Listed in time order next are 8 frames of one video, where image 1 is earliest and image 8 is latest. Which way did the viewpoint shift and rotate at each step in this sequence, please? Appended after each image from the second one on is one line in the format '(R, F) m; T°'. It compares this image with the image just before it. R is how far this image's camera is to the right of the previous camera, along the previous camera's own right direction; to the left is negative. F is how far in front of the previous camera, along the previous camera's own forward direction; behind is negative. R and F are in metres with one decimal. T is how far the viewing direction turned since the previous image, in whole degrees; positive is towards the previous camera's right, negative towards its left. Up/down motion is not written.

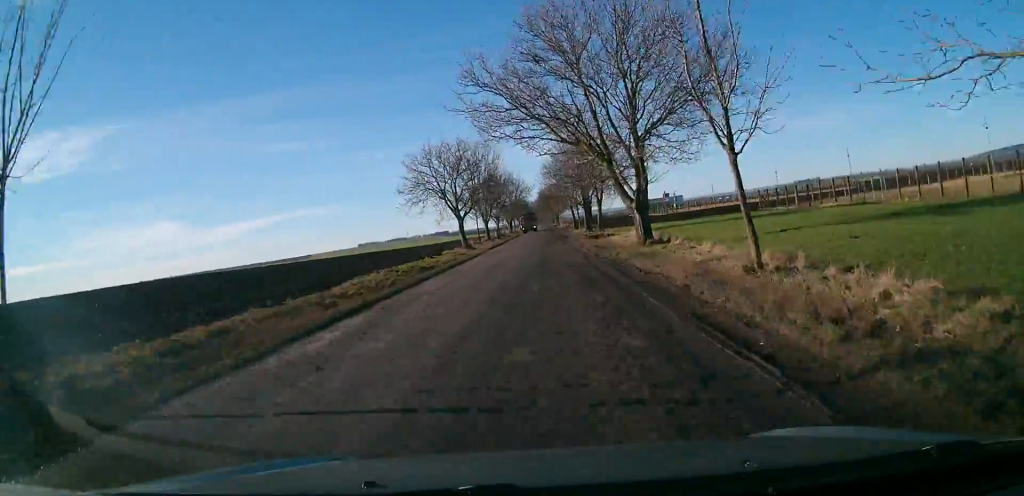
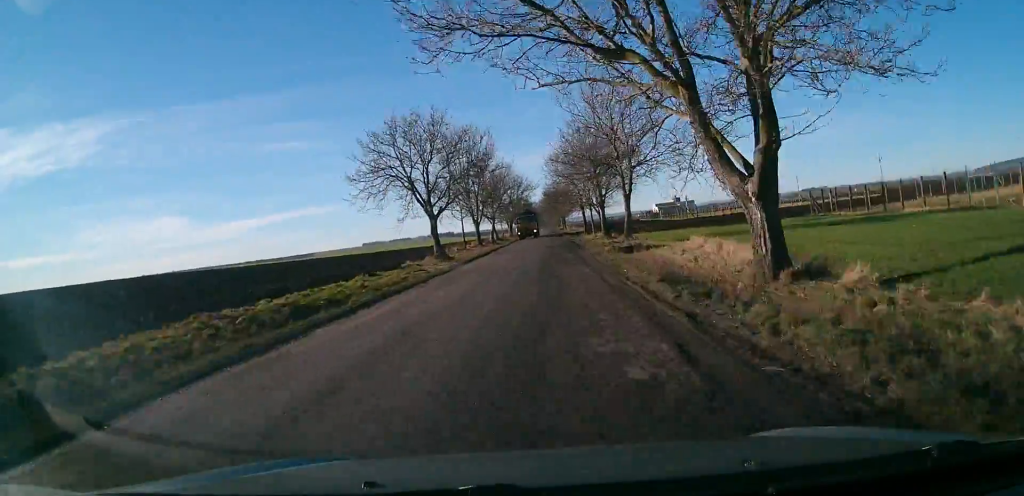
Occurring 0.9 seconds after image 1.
(-0.2, +14.8) m; -1°
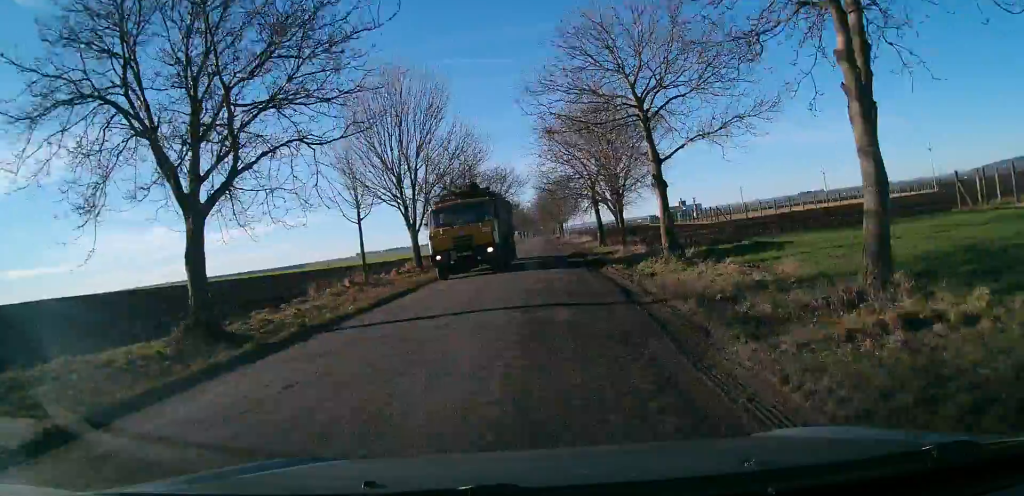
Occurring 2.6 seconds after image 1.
(-0.2, +27.8) m; 0°
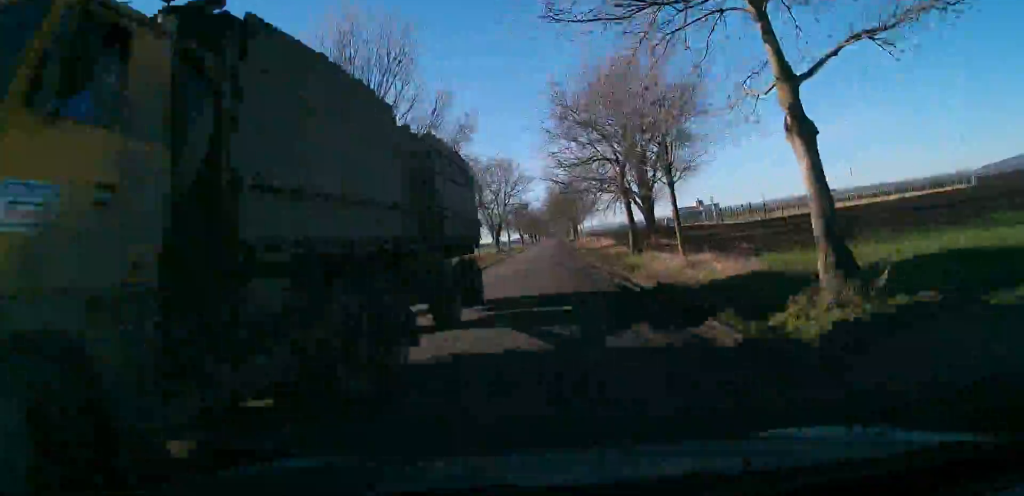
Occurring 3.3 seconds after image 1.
(0.0, +11.5) m; 0°
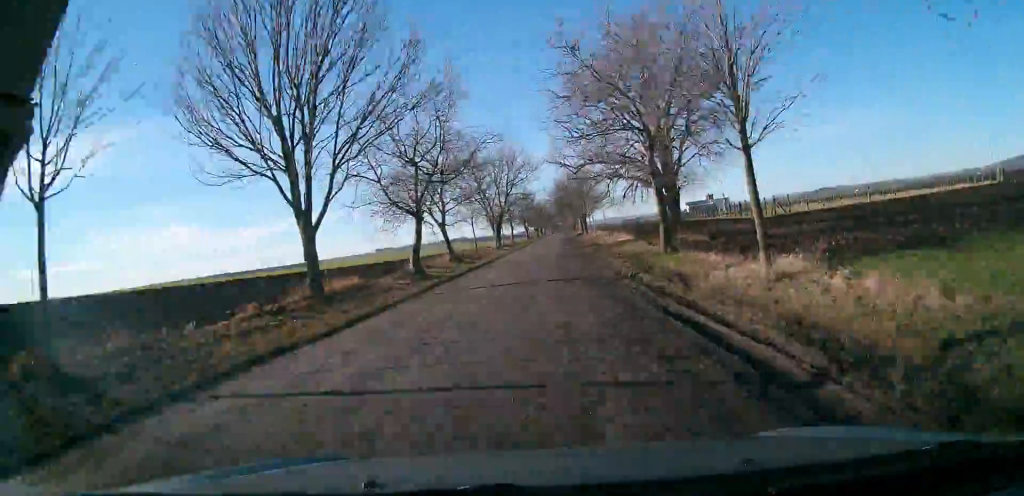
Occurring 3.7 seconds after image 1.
(0.0, +7.1) m; 0°
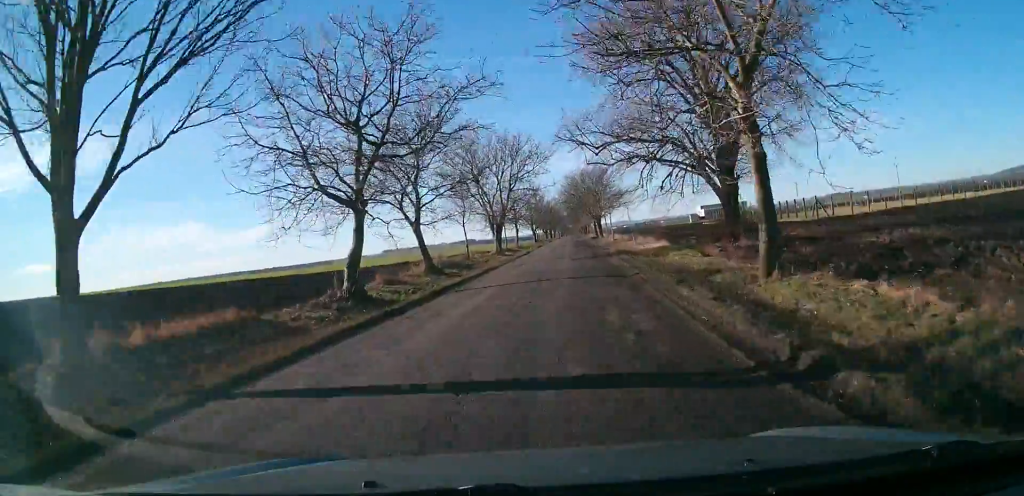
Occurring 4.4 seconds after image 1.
(0.0, +10.5) m; 0°
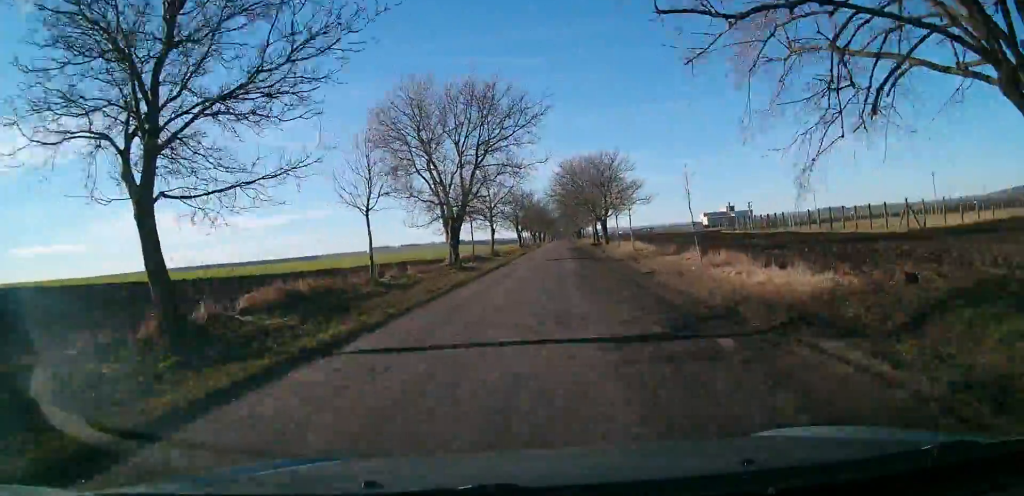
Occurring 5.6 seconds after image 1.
(0.0, +21.0) m; 0°
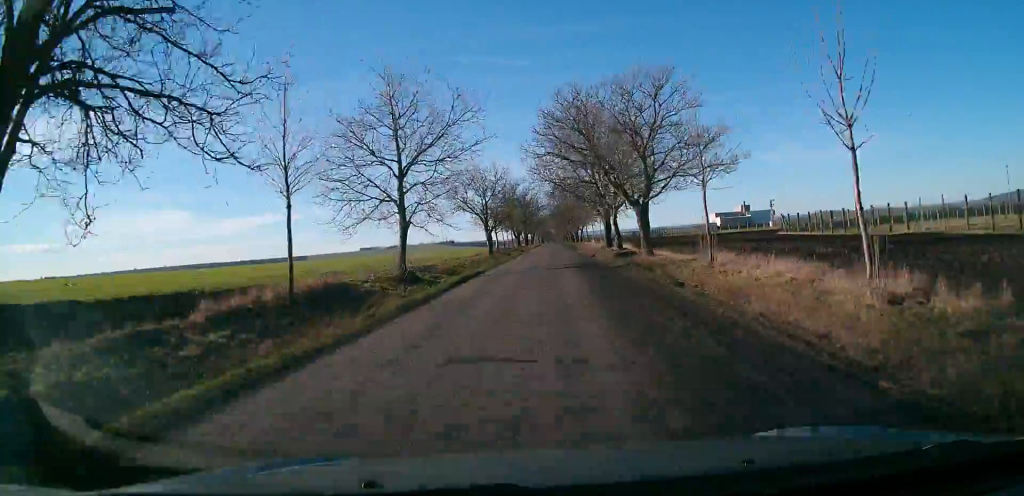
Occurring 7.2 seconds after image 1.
(0.0, +31.6) m; 0°
